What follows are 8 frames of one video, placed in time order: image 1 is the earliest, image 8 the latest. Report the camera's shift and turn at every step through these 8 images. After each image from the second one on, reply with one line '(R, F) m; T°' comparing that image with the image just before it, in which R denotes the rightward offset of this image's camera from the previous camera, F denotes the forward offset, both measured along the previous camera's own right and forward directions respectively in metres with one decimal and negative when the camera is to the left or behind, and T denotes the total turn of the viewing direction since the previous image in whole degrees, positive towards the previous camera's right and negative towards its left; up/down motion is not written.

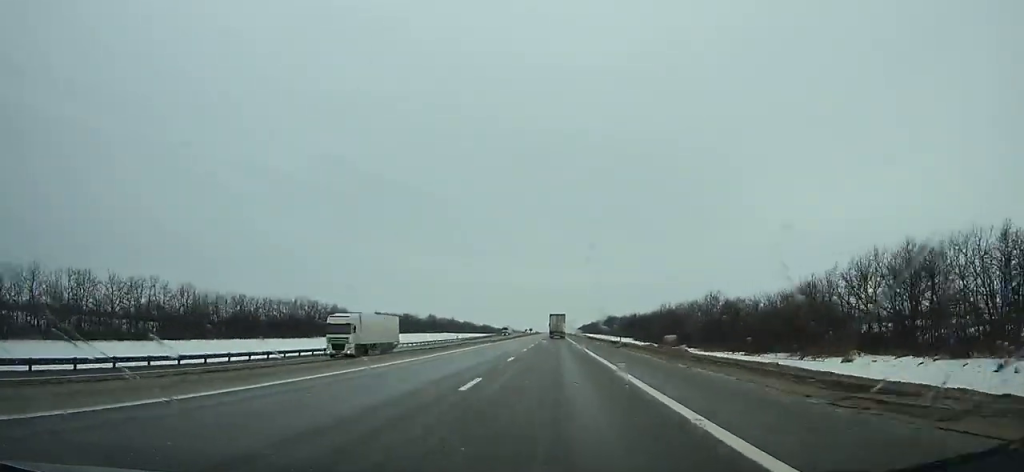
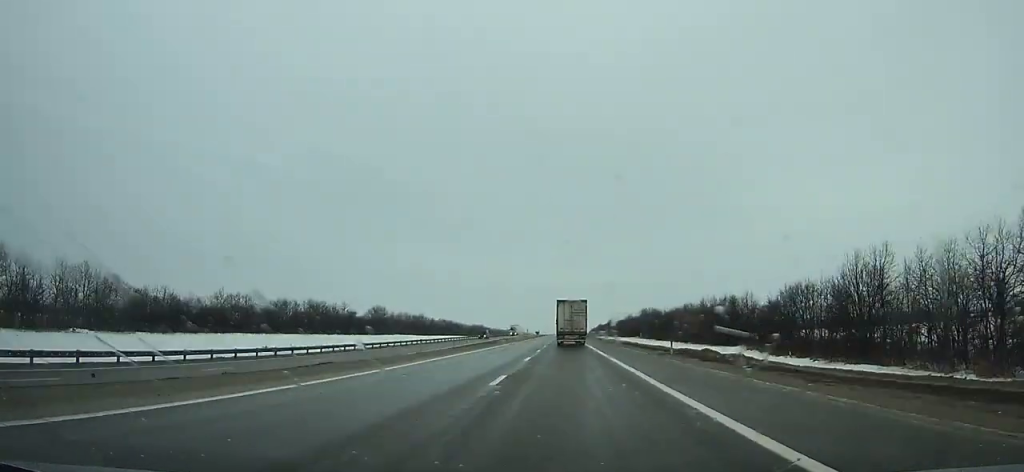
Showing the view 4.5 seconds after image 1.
(-0.4, +117.4) m; -1°
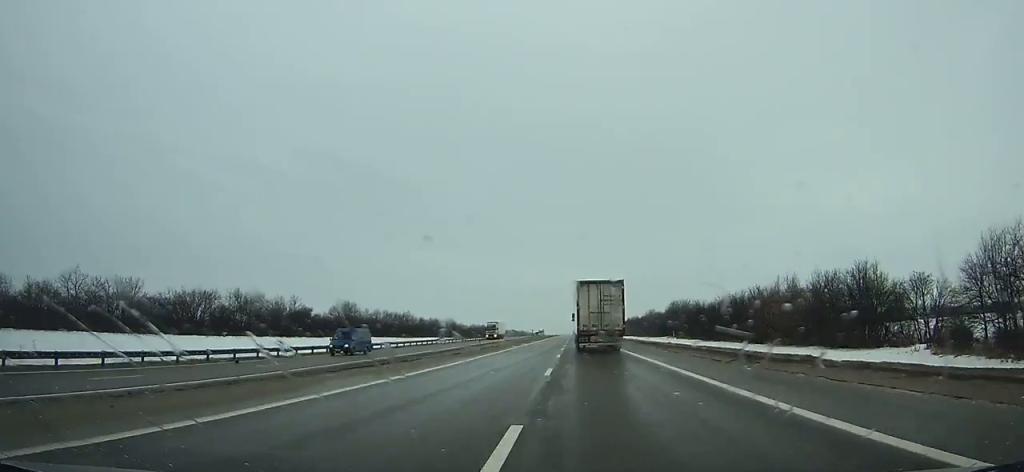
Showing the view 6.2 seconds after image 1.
(-0.5, +44.7) m; 0°
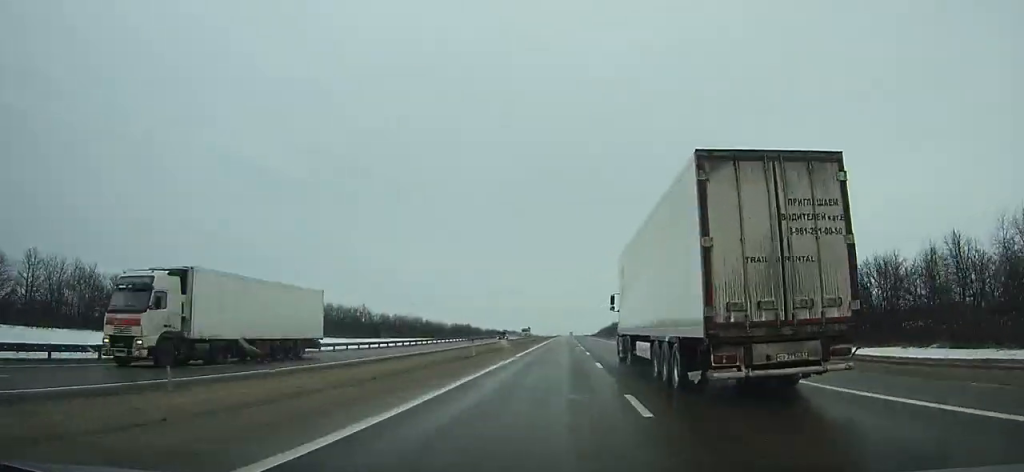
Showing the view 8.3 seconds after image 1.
(+0.1, +55.4) m; +1°
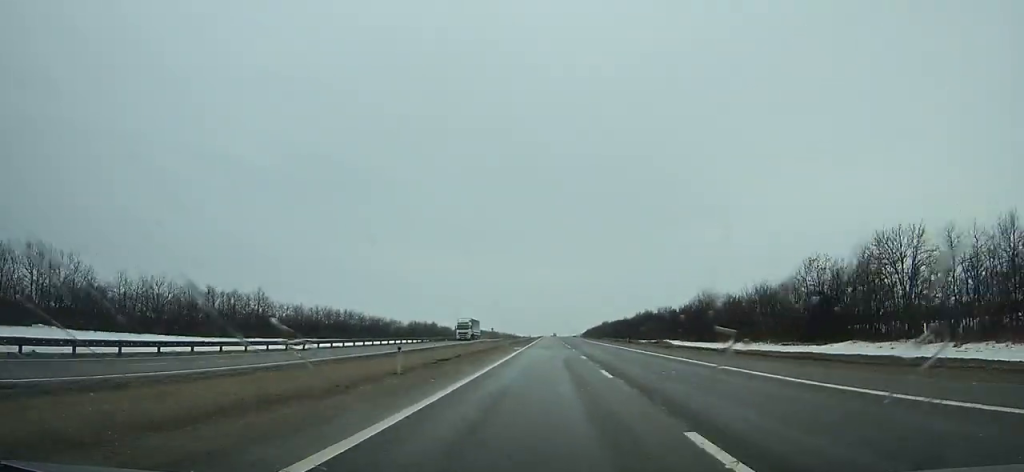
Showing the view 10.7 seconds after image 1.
(+0.6, +63.3) m; +1°
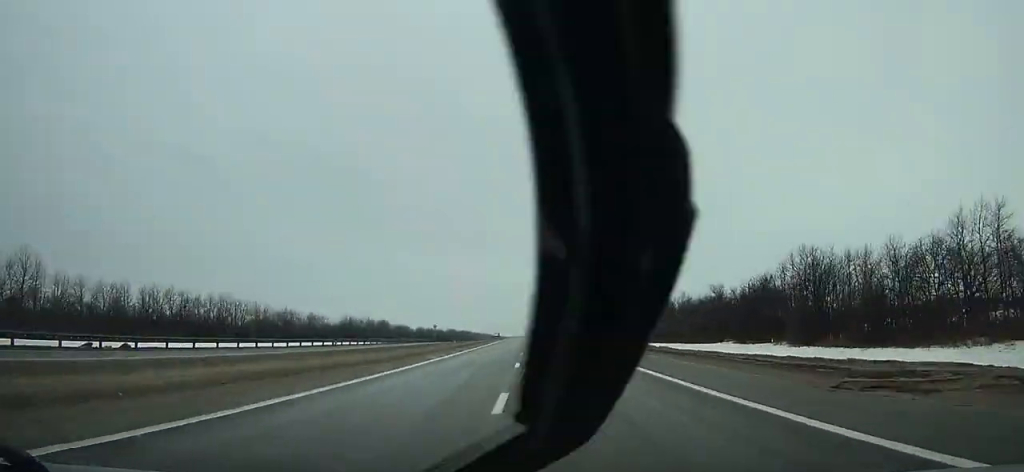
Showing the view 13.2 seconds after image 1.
(+1.2, +66.0) m; 0°
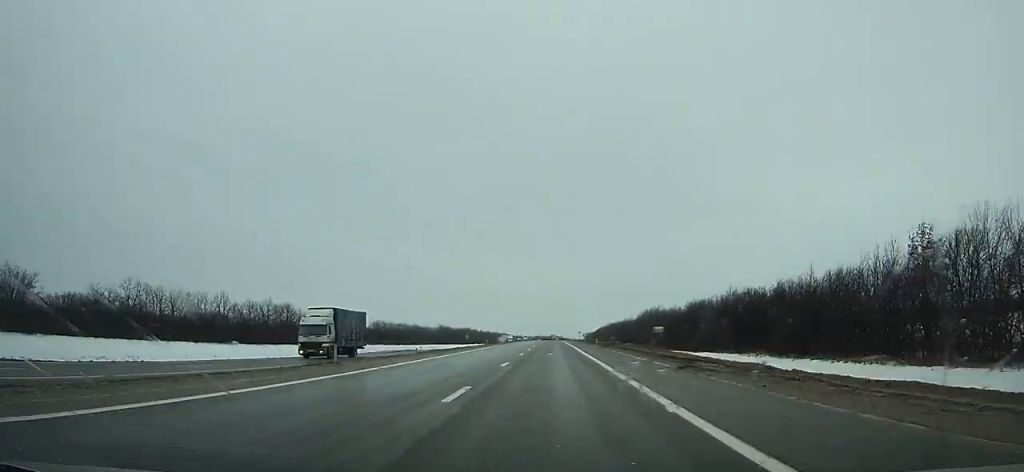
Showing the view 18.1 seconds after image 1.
(-1.8, +127.8) m; -1°
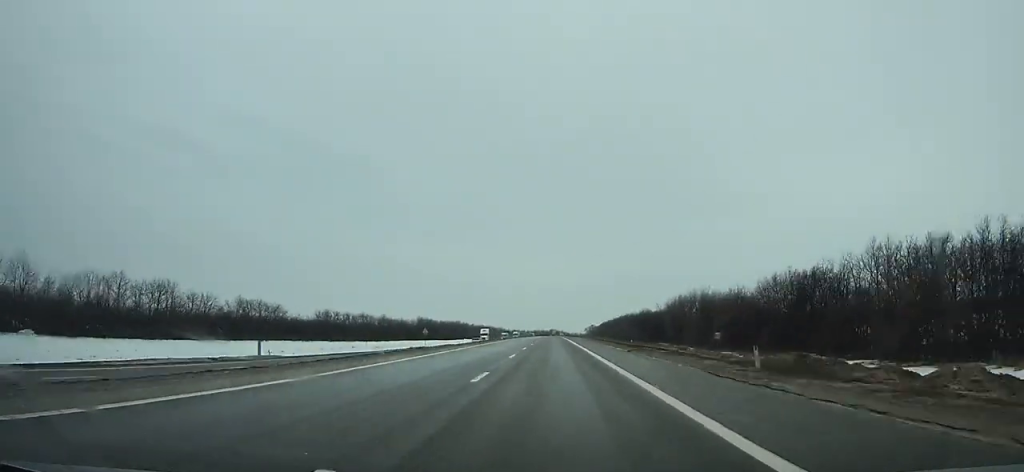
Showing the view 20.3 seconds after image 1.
(0.0, +56.7) m; 0°
